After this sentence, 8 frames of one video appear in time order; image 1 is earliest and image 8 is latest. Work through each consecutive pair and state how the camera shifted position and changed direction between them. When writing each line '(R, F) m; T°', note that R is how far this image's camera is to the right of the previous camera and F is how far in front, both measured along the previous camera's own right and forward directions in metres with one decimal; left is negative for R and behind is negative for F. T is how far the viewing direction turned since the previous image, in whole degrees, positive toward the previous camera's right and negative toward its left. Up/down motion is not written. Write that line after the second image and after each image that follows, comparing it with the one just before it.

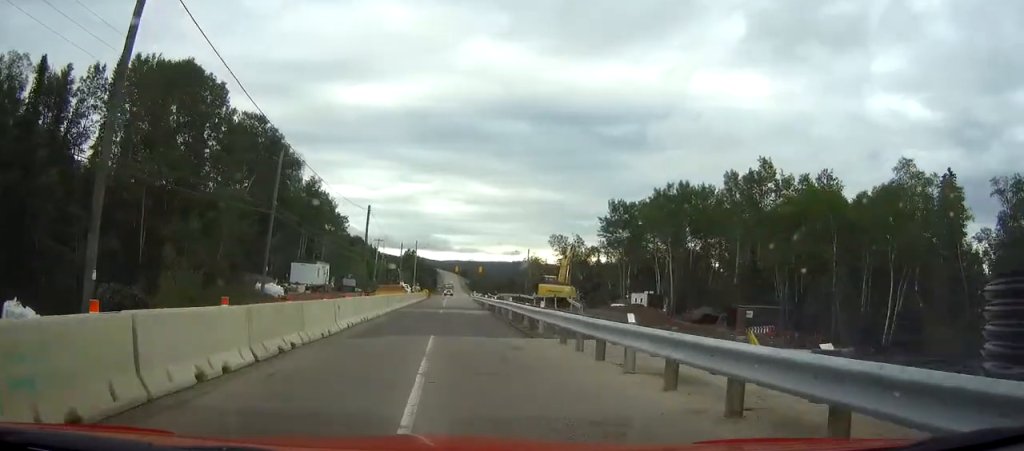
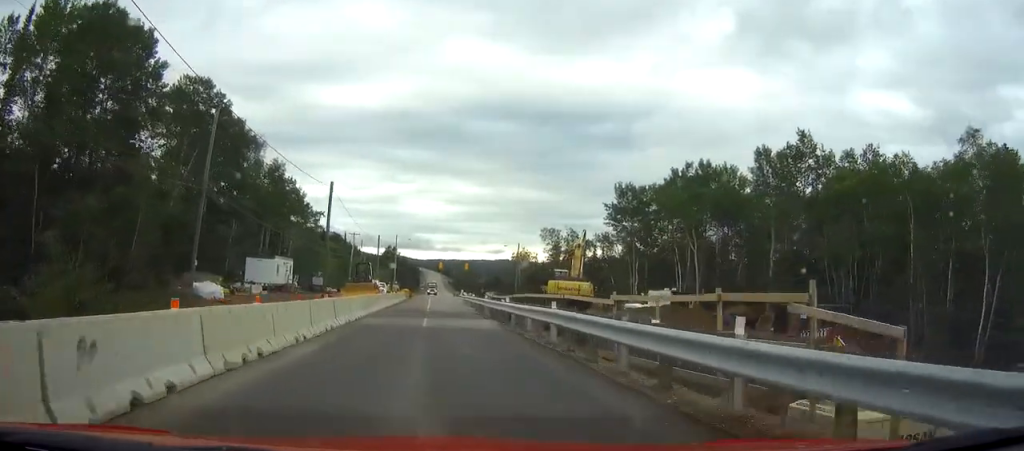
(+0.1, +13.6) m; +1°
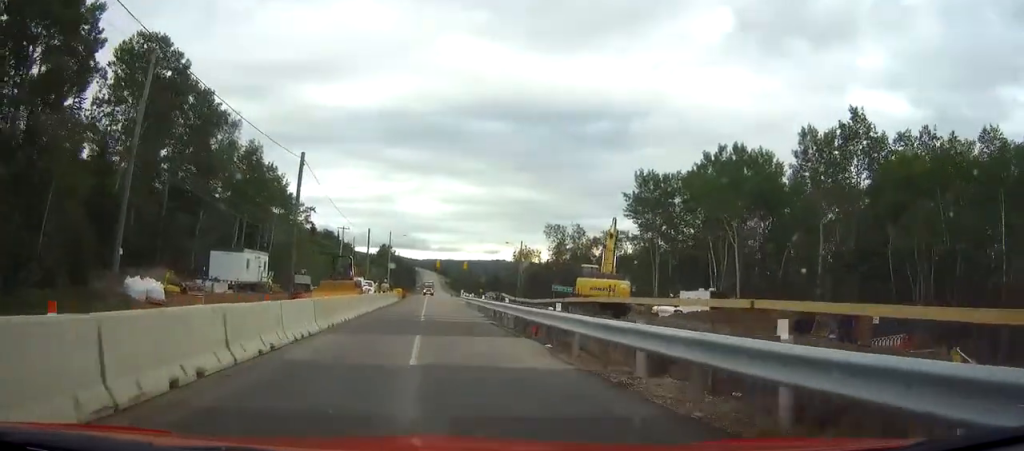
(+0.1, +10.6) m; 0°
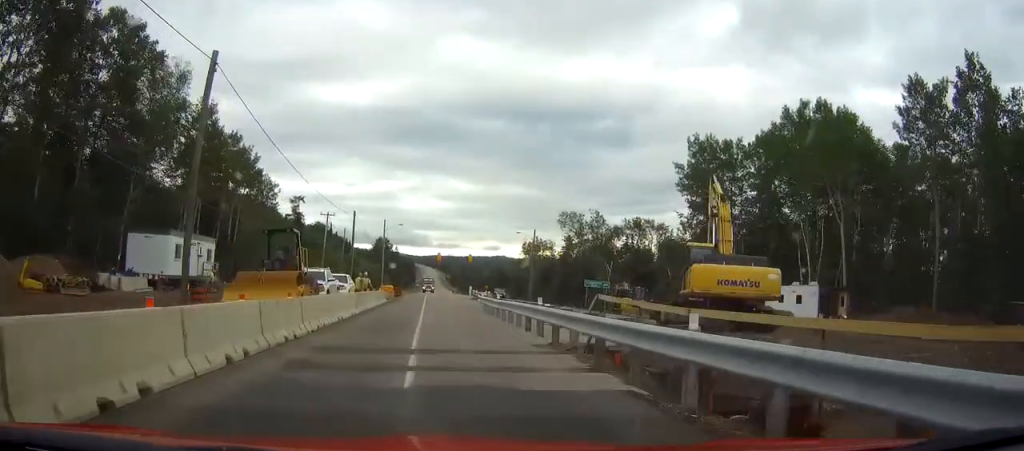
(0.0, +17.2) m; 0°
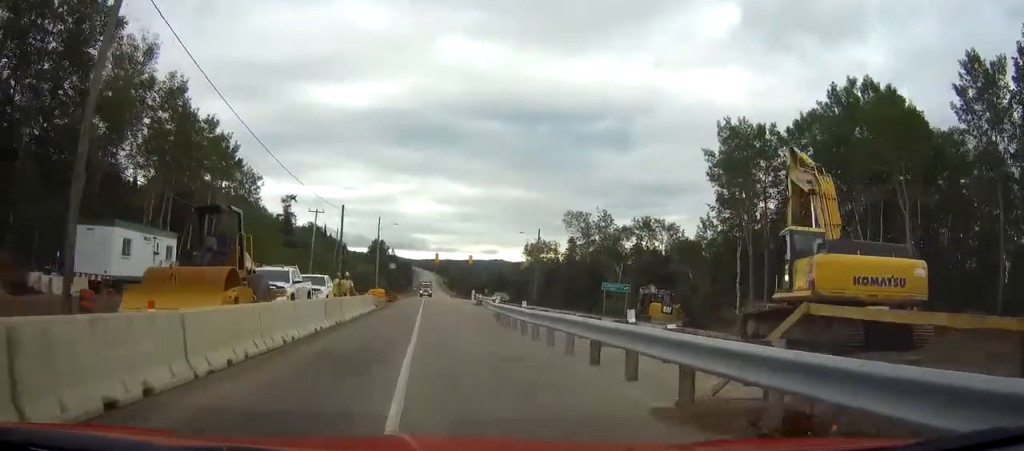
(0.0, +7.6) m; 0°
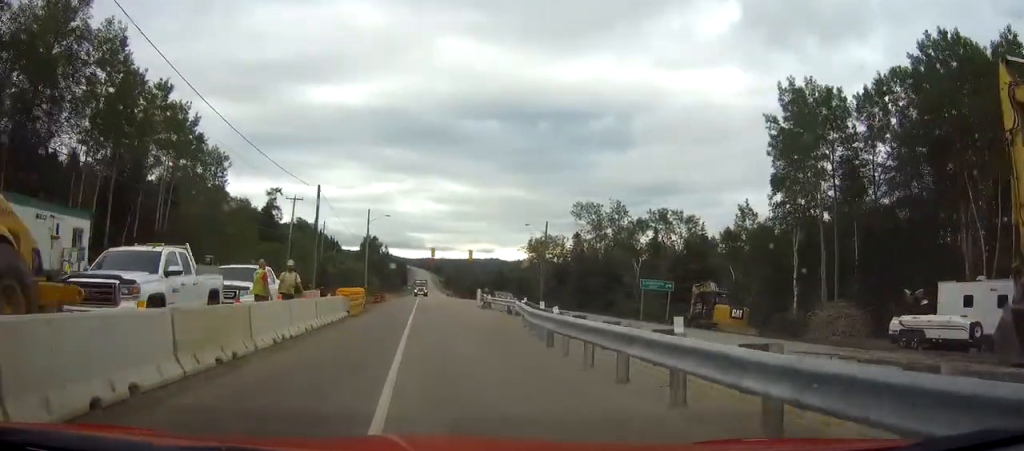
(+0.1, +11.7) m; 0°
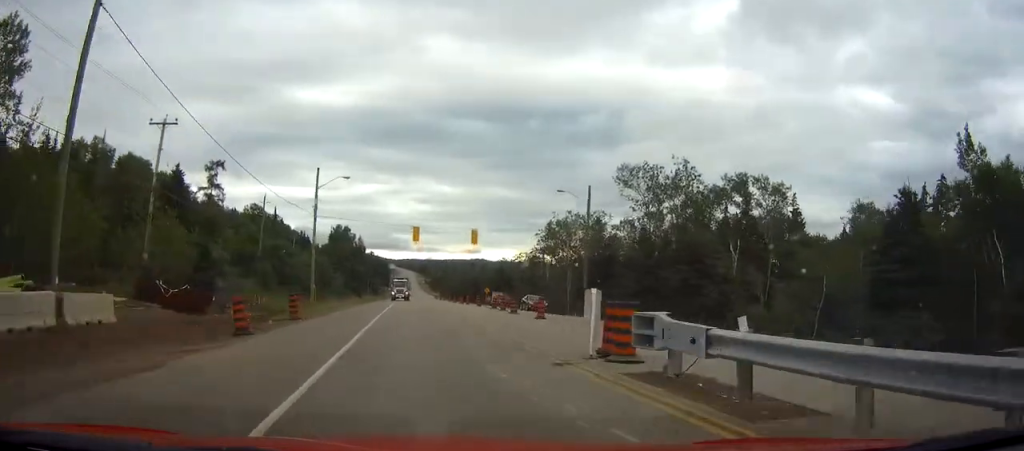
(+0.1, +36.1) m; +1°
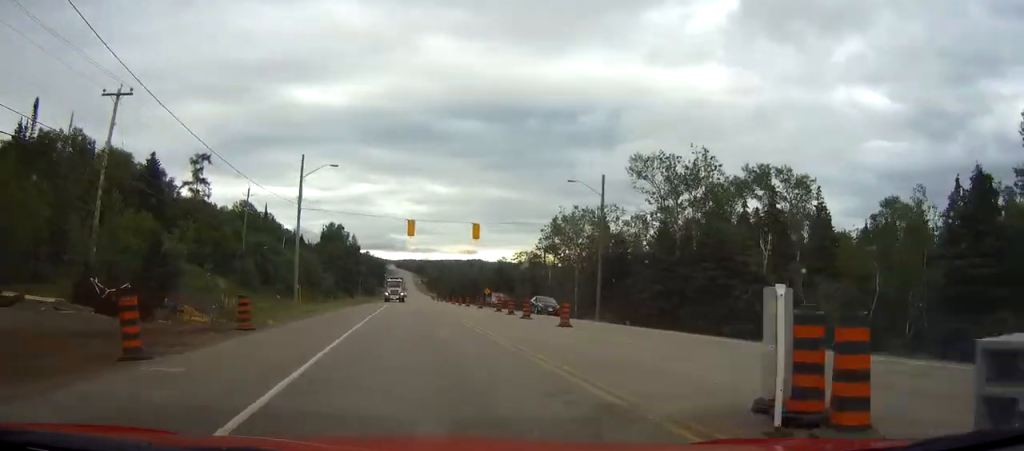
(+0.1, +6.9) m; 0°
